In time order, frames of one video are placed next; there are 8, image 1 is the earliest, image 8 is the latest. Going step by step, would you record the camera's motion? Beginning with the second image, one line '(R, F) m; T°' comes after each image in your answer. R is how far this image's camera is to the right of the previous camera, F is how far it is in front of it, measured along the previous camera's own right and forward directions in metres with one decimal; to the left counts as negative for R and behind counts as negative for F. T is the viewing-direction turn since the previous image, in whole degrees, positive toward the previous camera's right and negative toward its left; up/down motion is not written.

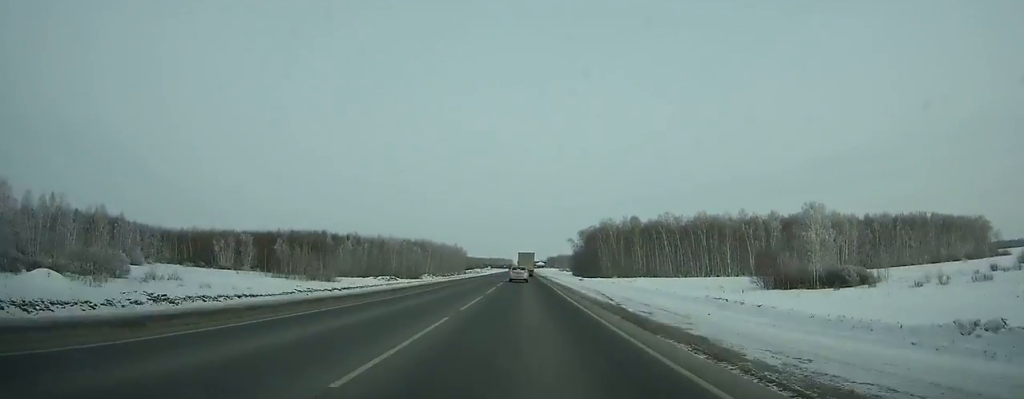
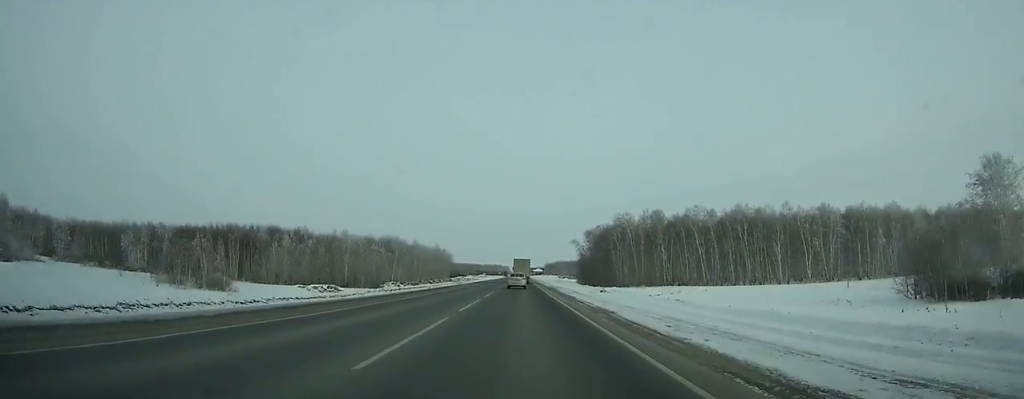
(+0.1, +34.6) m; 0°
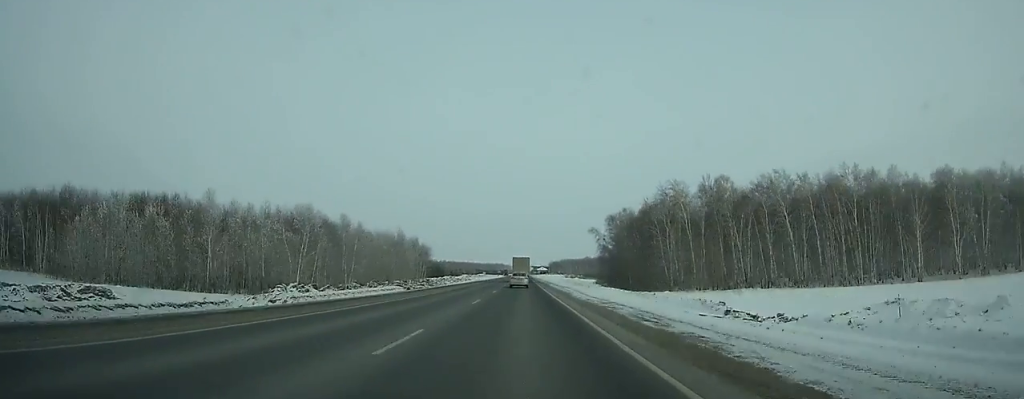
(+0.1, +47.4) m; 0°
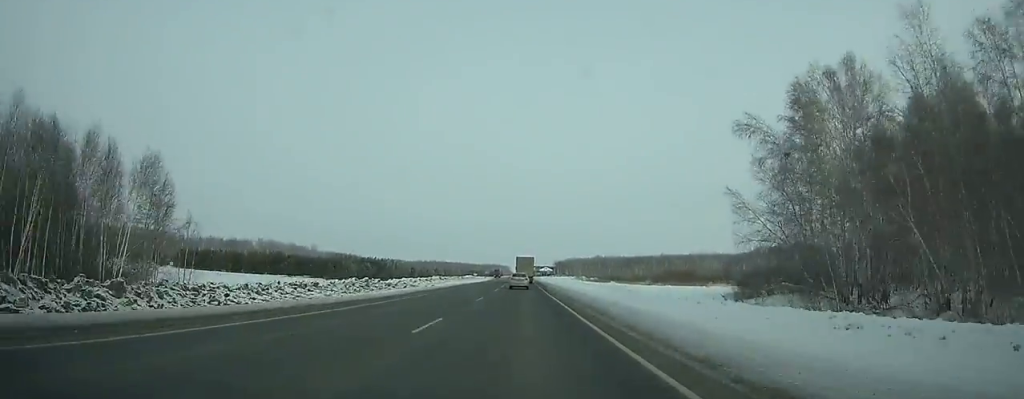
(+0.5, +109.1) m; 0°
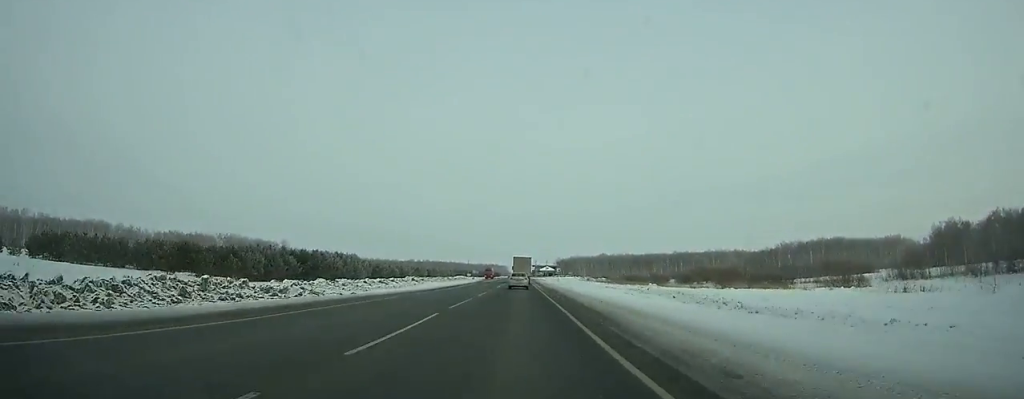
(-0.1, +51.0) m; 0°
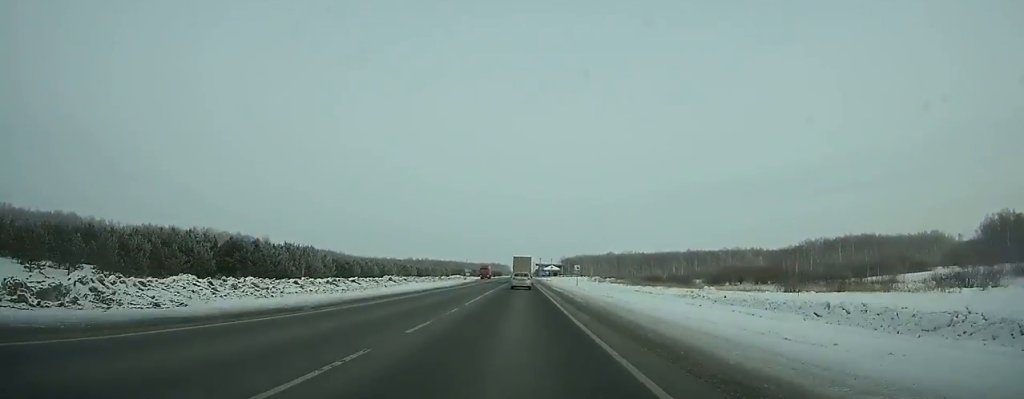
(0.0, +31.8) m; 0°
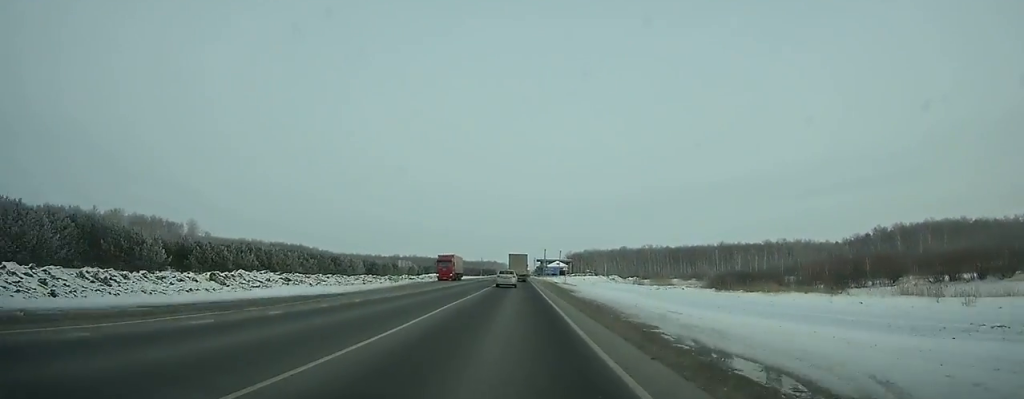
(+0.1, +80.8) m; 0°
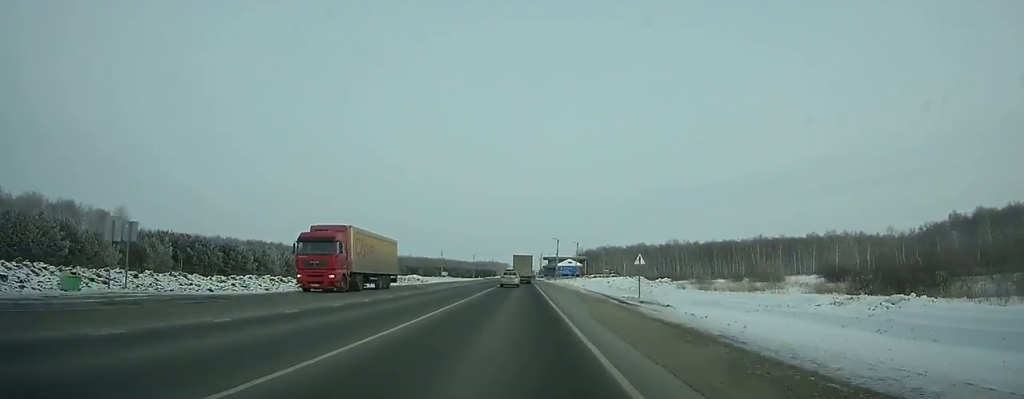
(-0.1, +55.5) m; 0°
